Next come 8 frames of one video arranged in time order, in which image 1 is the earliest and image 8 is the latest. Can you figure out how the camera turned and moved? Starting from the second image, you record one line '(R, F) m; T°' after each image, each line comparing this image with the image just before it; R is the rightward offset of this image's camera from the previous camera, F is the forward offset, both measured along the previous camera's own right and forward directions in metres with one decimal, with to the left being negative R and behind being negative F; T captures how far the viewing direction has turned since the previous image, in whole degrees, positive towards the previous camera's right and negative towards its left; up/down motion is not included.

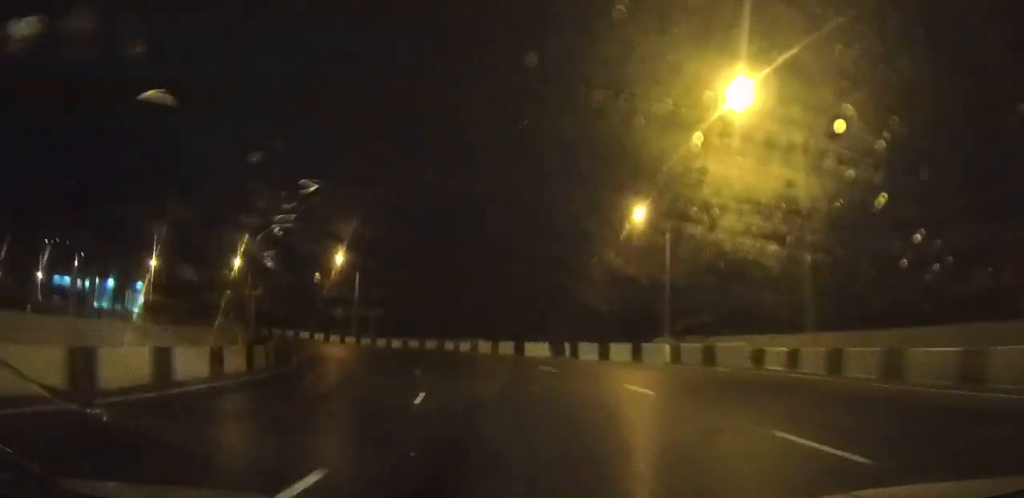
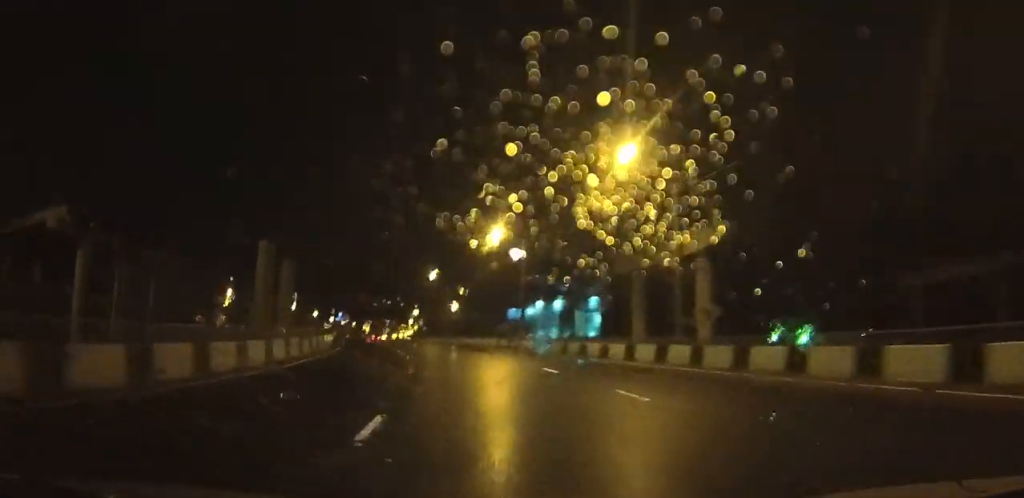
(-23.9, +53.0) m; -44°
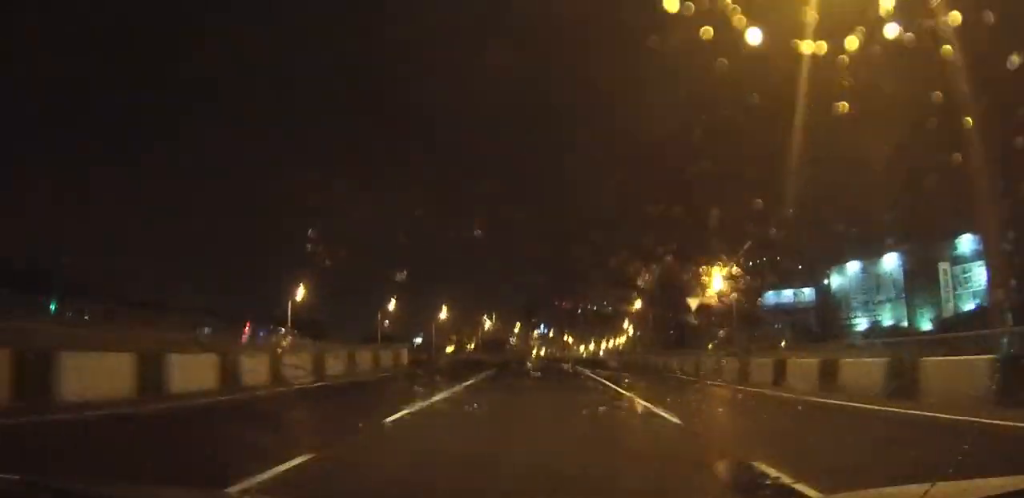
(-19.7, +68.5) m; -21°
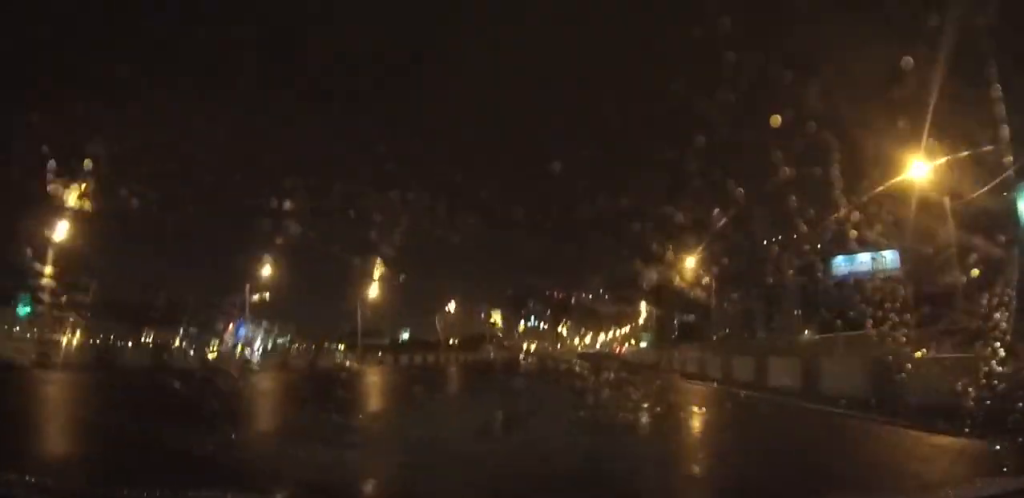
(+0.2, +46.6) m; +2°
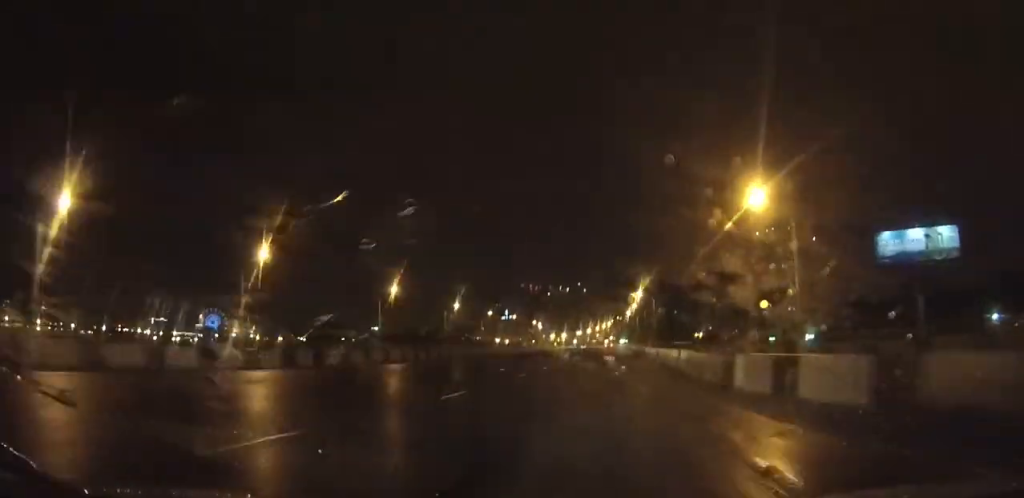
(0.0, +28.7) m; +3°
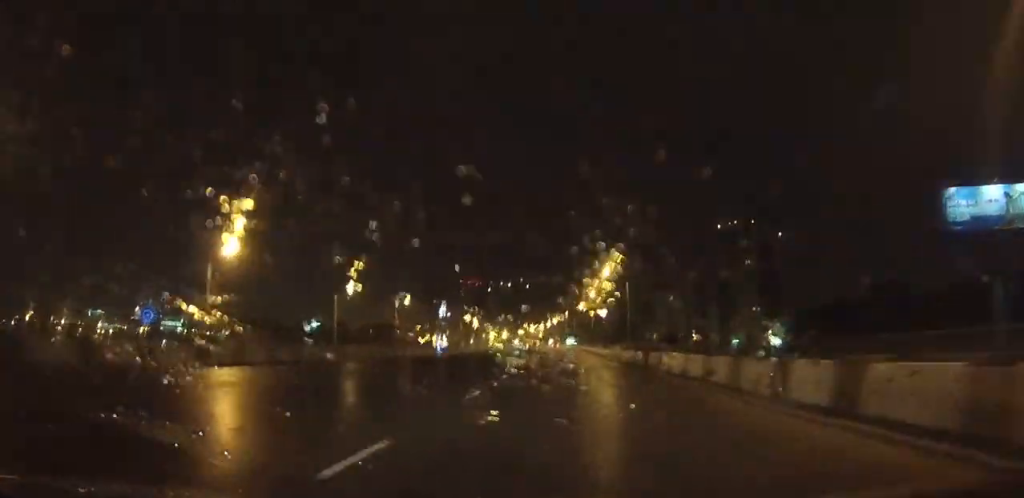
(+1.5, +34.2) m; +3°
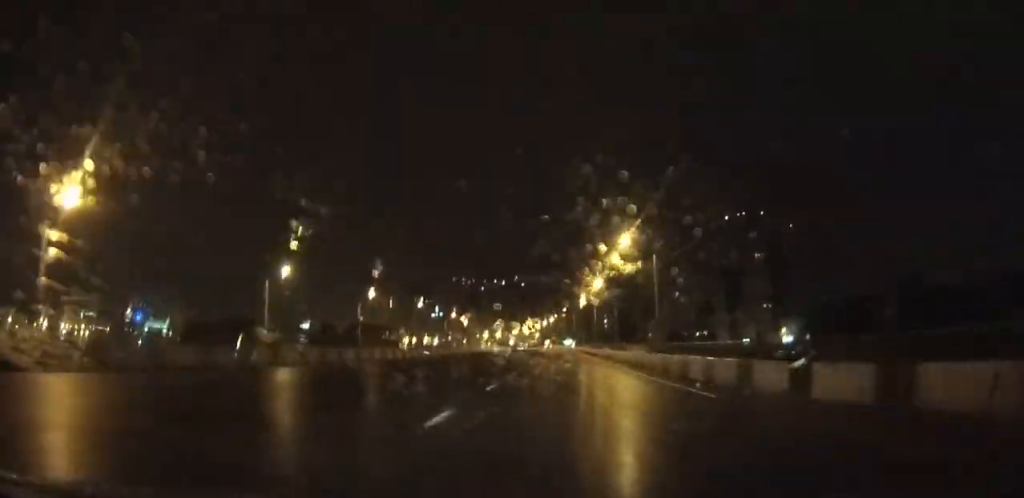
(+0.3, +21.4) m; +1°
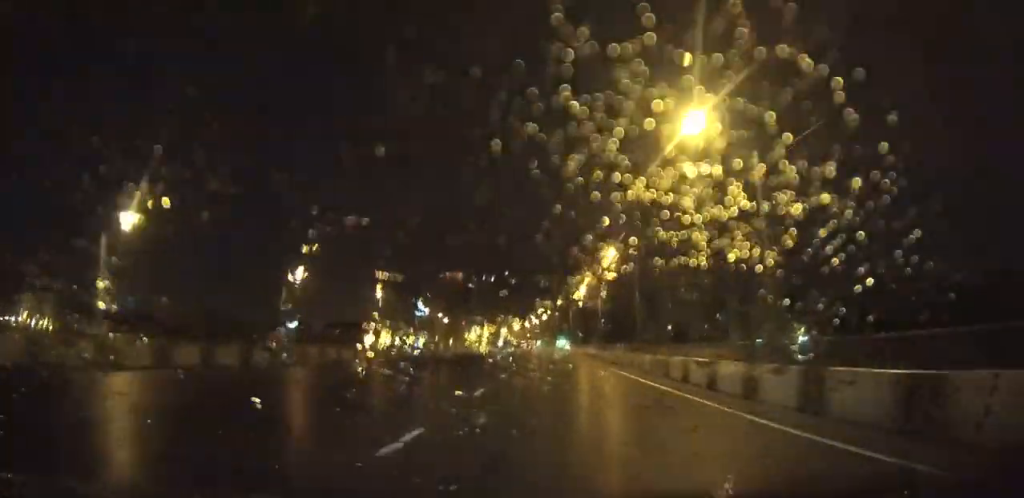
(+0.4, +26.8) m; +1°
